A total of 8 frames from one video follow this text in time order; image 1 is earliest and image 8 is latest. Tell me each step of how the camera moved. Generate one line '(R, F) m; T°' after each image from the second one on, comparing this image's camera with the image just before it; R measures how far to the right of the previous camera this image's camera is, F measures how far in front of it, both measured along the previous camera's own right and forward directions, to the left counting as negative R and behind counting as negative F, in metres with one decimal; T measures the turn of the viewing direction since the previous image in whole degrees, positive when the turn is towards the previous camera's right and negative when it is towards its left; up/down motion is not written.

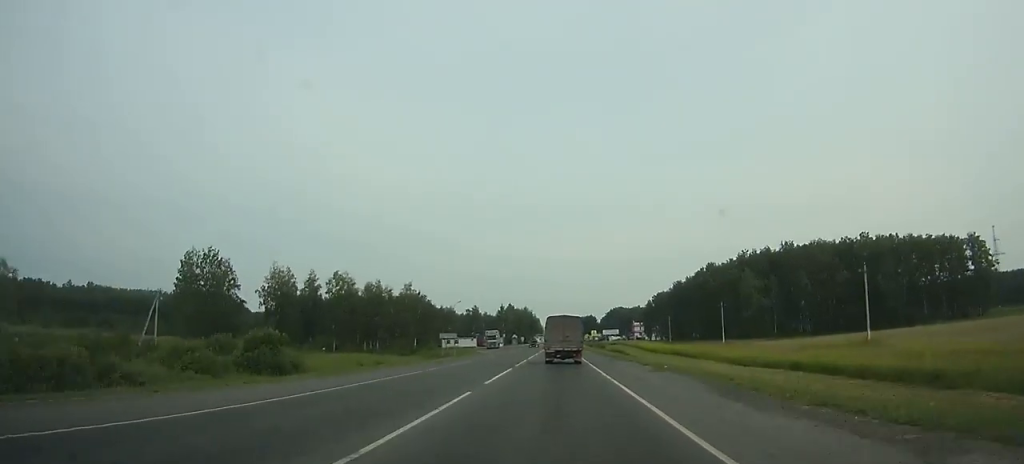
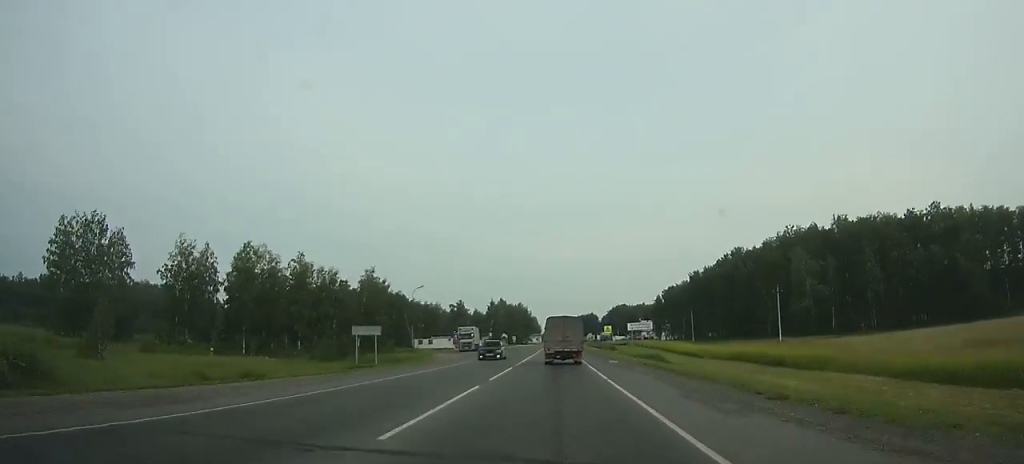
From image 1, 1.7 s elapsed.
(0.0, +35.2) m; 0°
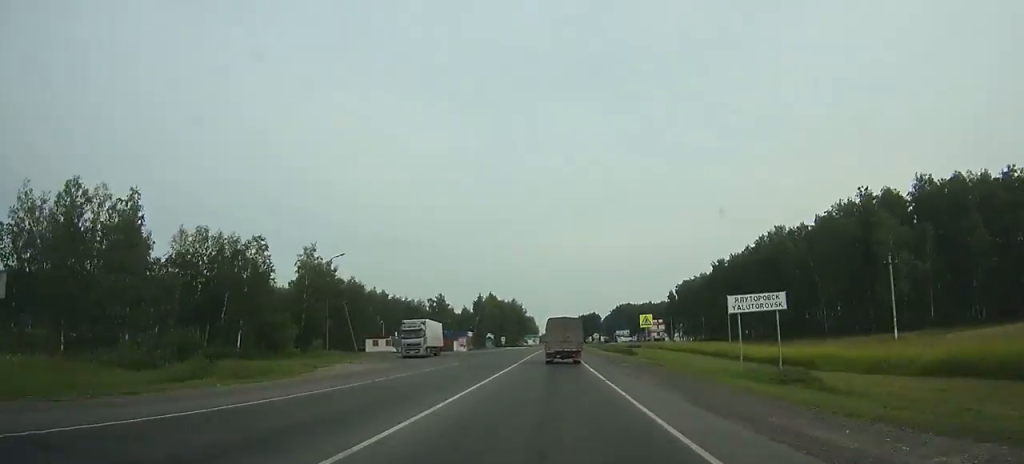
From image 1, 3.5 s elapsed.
(0.0, +37.0) m; 0°
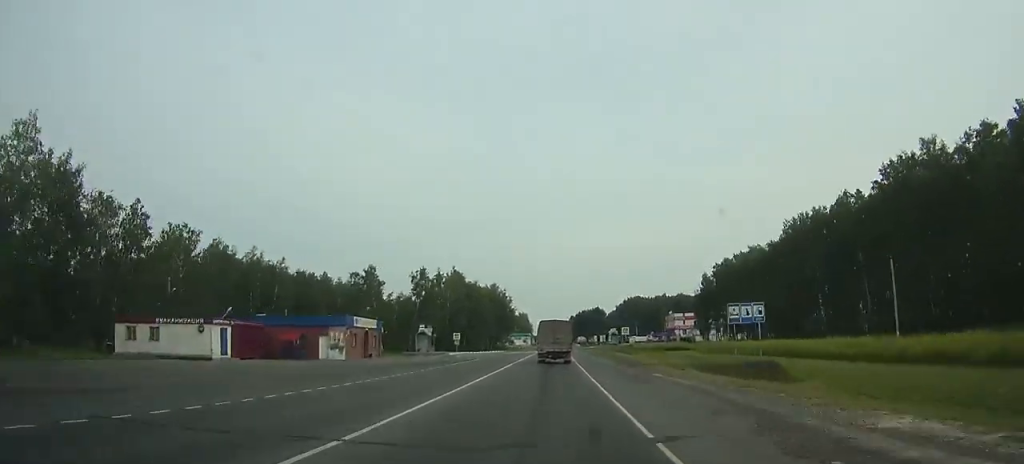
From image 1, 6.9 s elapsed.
(+0.2, +67.5) m; 0°
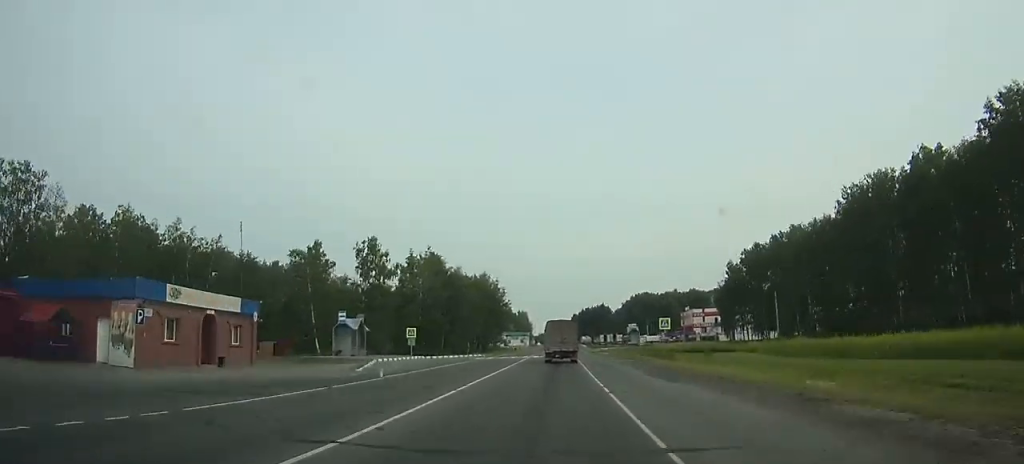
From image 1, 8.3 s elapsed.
(0.0, +27.0) m; 0°
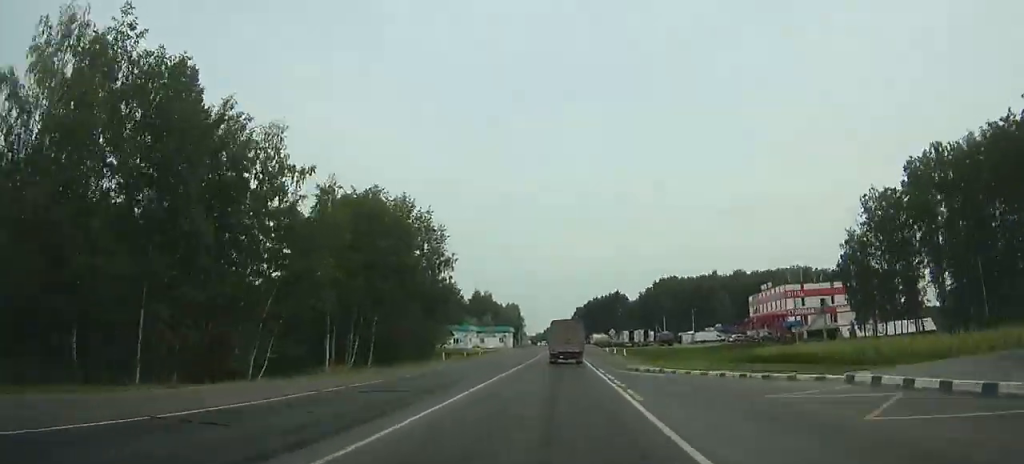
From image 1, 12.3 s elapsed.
(-0.1, +77.2) m; 0°
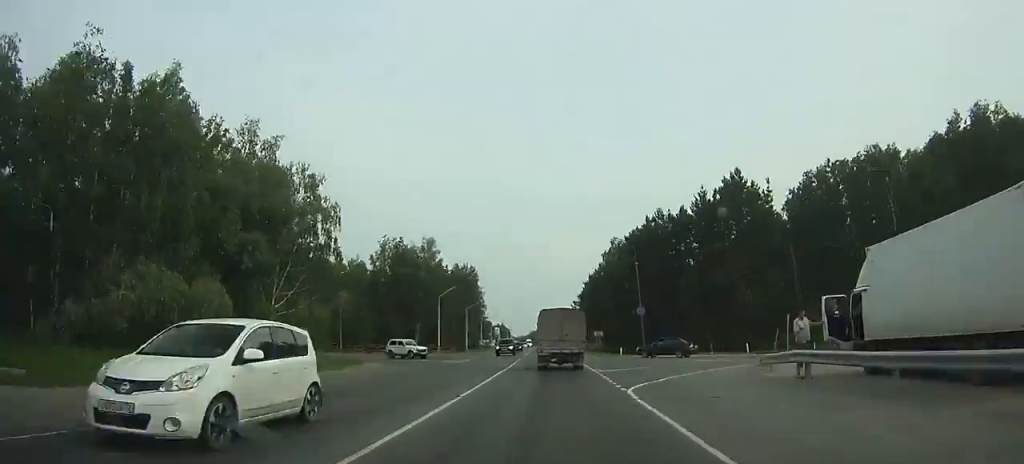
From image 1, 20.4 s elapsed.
(+19.7, +170.8) m; +5°
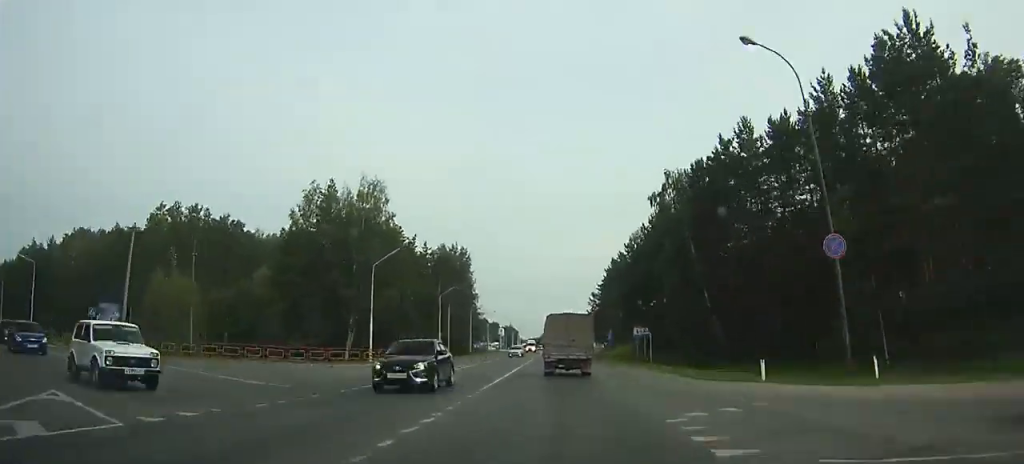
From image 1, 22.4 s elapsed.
(+3.4, +37.0) m; -12°
